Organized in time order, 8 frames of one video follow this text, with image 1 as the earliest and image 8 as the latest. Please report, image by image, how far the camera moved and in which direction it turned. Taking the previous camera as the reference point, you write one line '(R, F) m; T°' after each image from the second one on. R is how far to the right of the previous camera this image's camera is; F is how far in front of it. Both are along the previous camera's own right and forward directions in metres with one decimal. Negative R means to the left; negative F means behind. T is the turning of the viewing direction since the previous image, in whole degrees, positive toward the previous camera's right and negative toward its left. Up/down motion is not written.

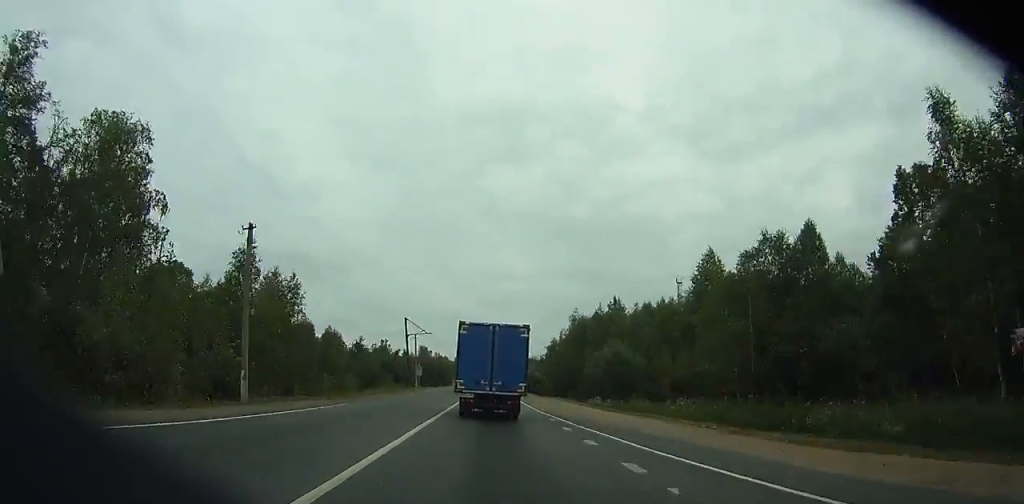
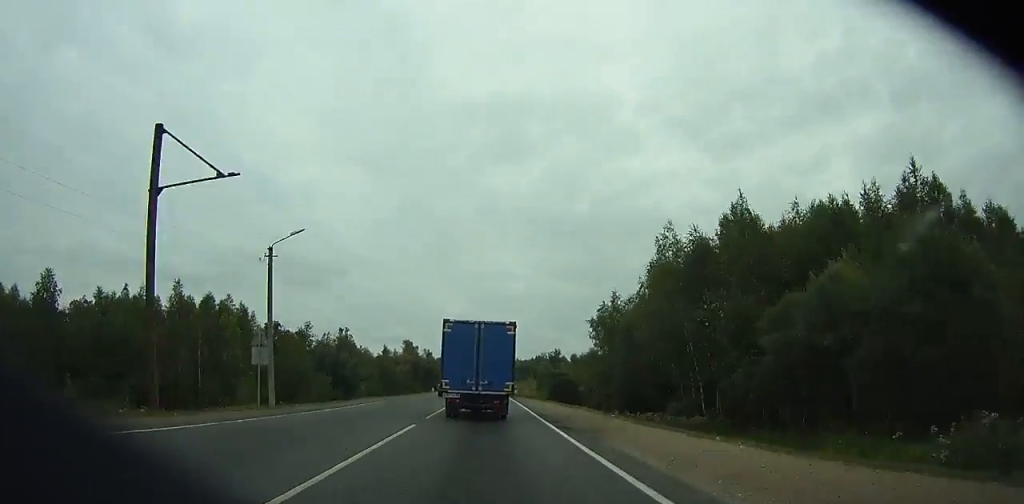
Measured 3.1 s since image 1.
(-0.1, +54.2) m; 0°
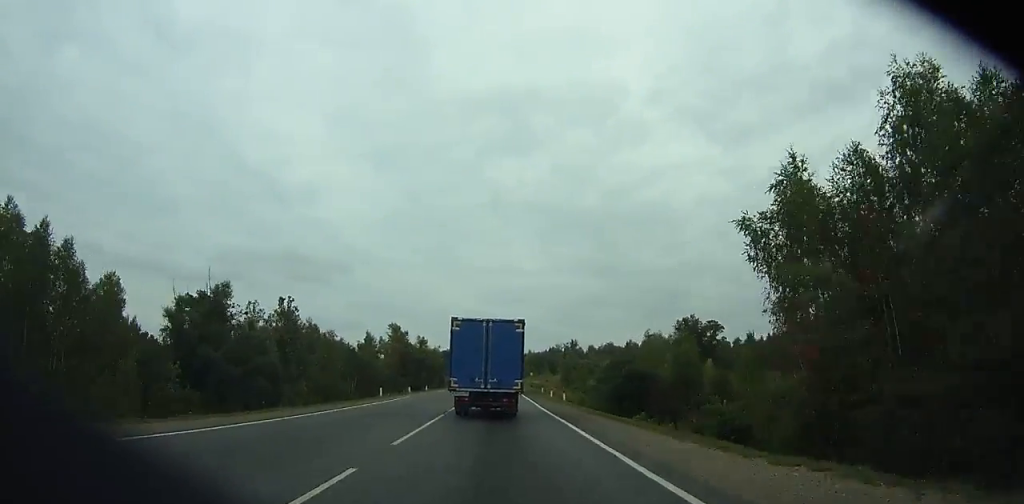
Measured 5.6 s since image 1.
(-0.2, +43.9) m; 0°
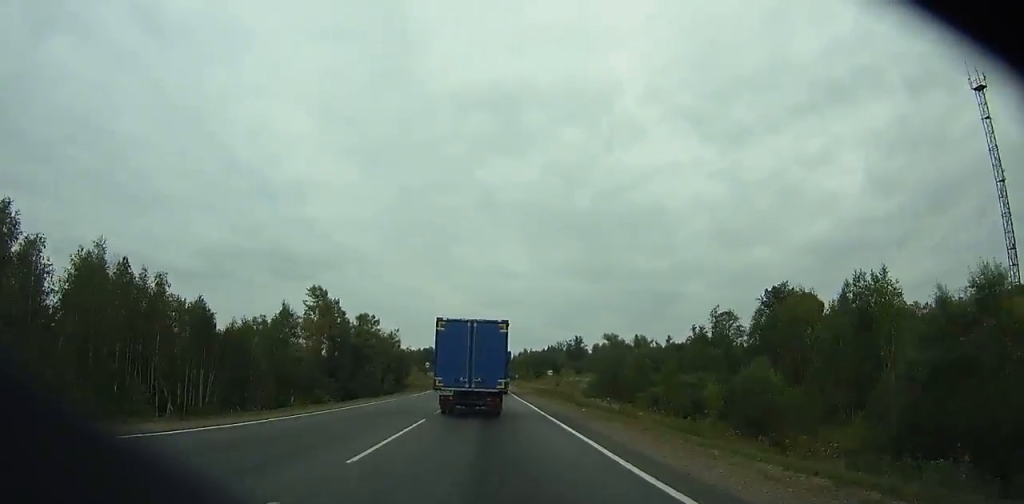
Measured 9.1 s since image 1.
(+0.1, +62.3) m; 0°
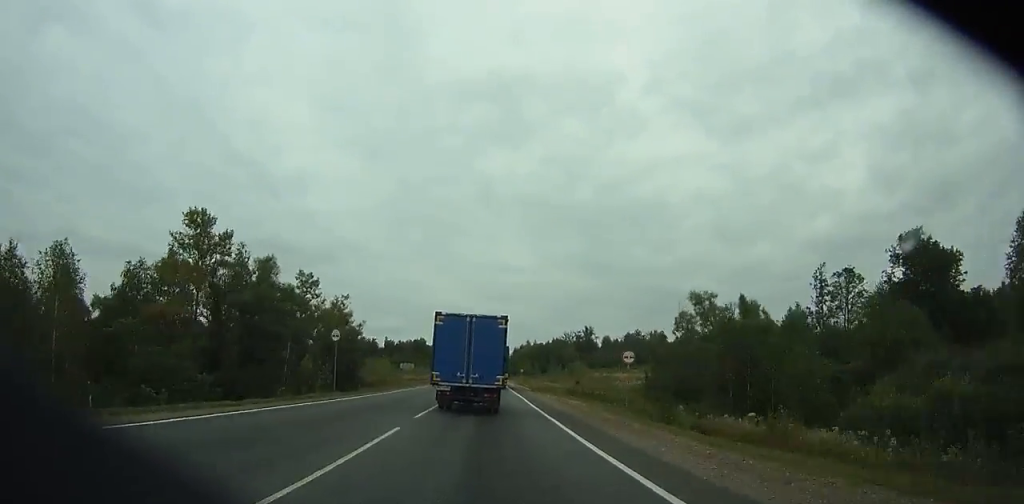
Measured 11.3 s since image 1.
(+0.2, +40.0) m; 0°
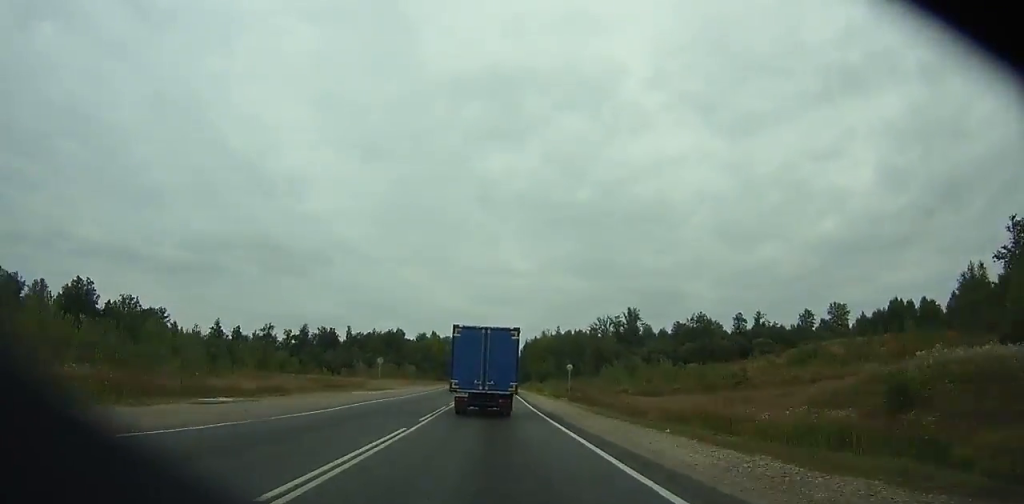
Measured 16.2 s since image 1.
(0.0, +91.3) m; 0°
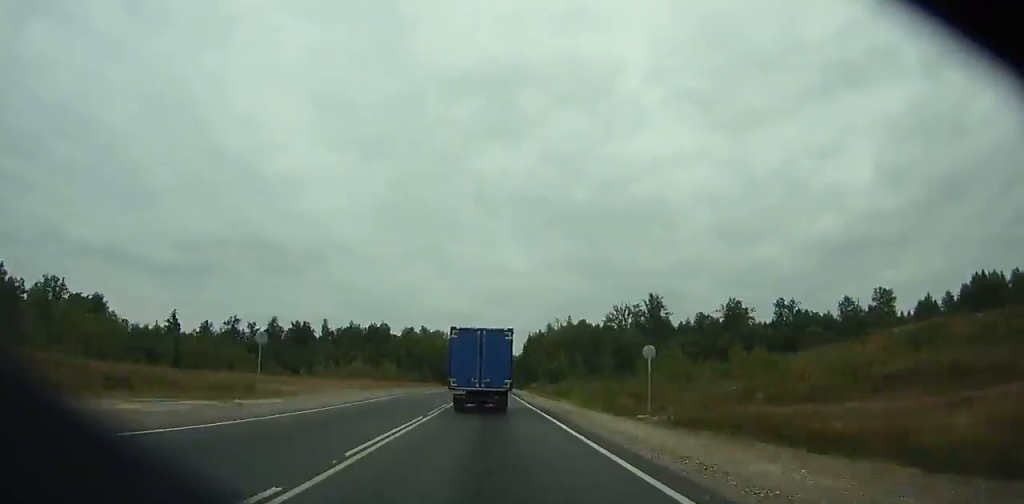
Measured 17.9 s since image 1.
(0.0, +32.3) m; 0°
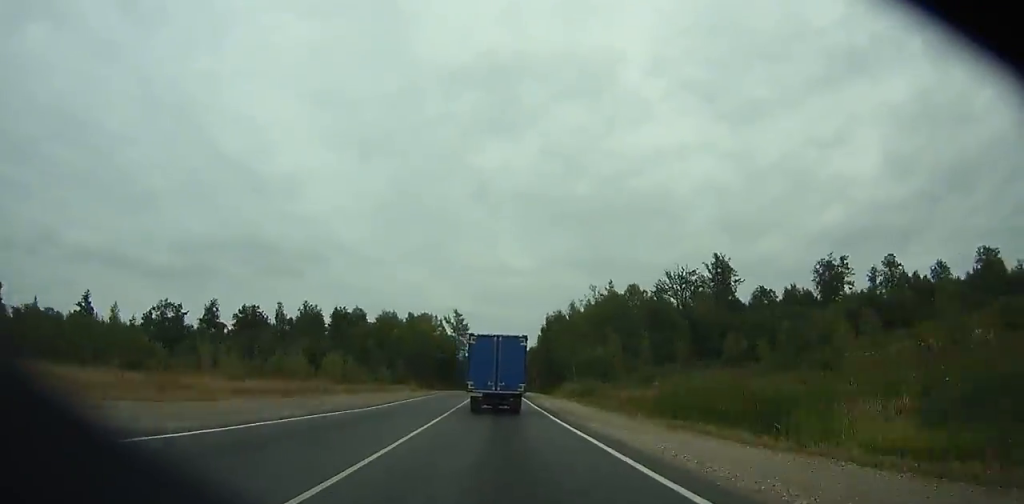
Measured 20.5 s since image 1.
(0.0, +50.2) m; 0°
